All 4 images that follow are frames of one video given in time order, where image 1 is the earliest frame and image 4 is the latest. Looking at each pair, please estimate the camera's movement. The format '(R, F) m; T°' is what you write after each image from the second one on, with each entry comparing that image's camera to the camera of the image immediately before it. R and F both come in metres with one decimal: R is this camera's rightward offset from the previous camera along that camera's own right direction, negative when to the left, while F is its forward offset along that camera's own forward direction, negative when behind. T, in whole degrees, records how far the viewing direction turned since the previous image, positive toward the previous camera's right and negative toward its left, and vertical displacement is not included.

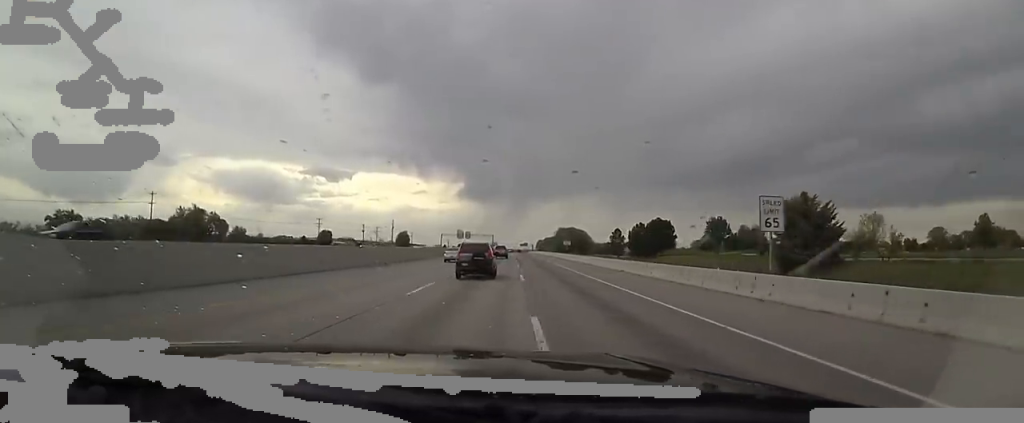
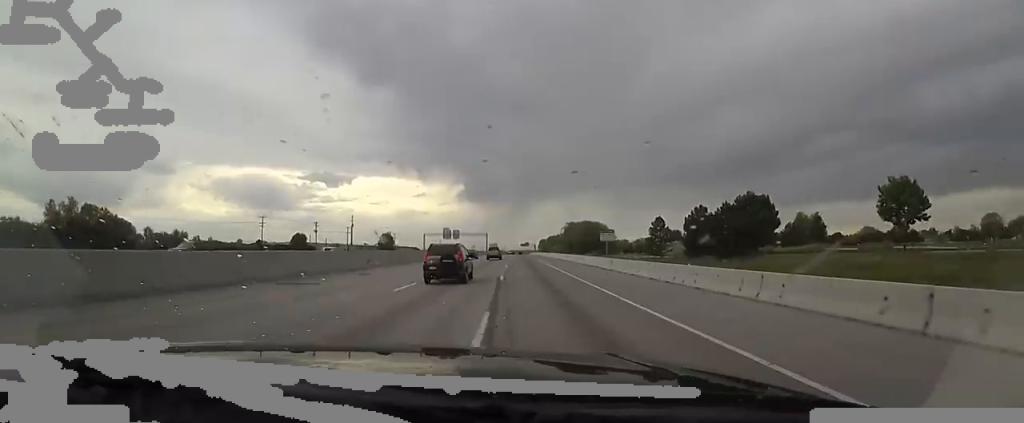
(+0.7, +45.1) m; 0°
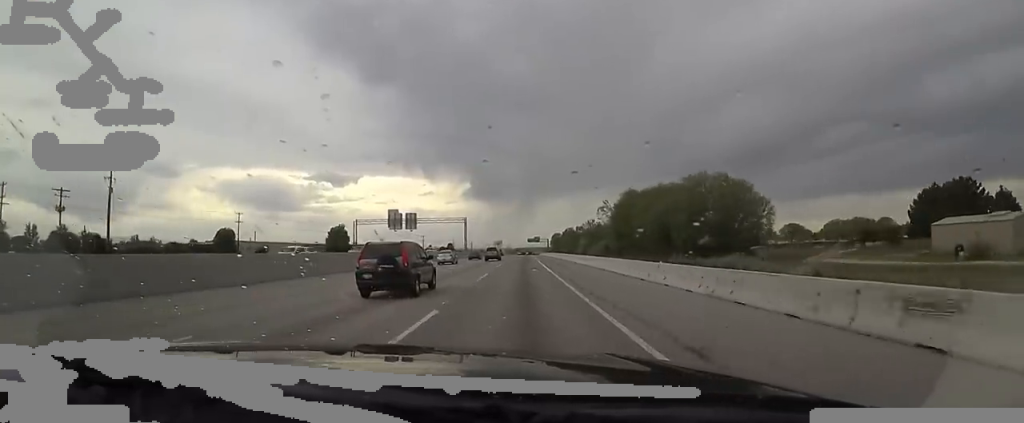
(-1.6, +90.5) m; -3°
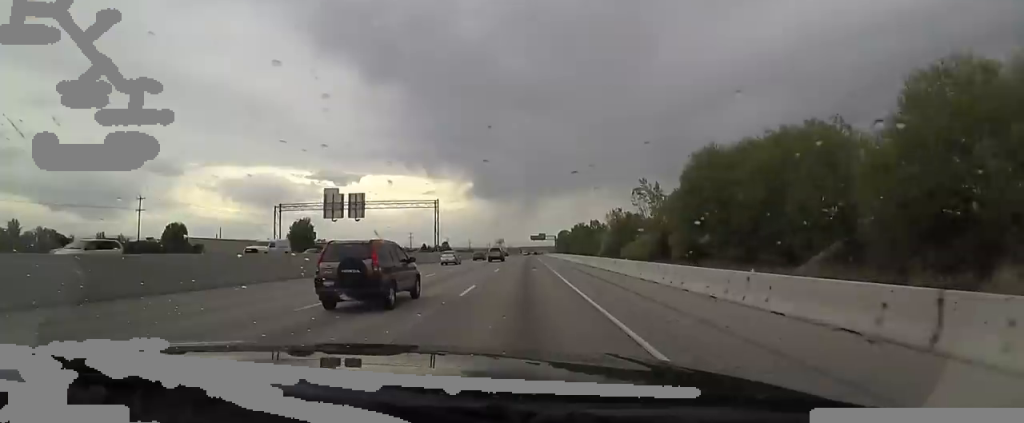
(+0.2, +38.7) m; +3°
